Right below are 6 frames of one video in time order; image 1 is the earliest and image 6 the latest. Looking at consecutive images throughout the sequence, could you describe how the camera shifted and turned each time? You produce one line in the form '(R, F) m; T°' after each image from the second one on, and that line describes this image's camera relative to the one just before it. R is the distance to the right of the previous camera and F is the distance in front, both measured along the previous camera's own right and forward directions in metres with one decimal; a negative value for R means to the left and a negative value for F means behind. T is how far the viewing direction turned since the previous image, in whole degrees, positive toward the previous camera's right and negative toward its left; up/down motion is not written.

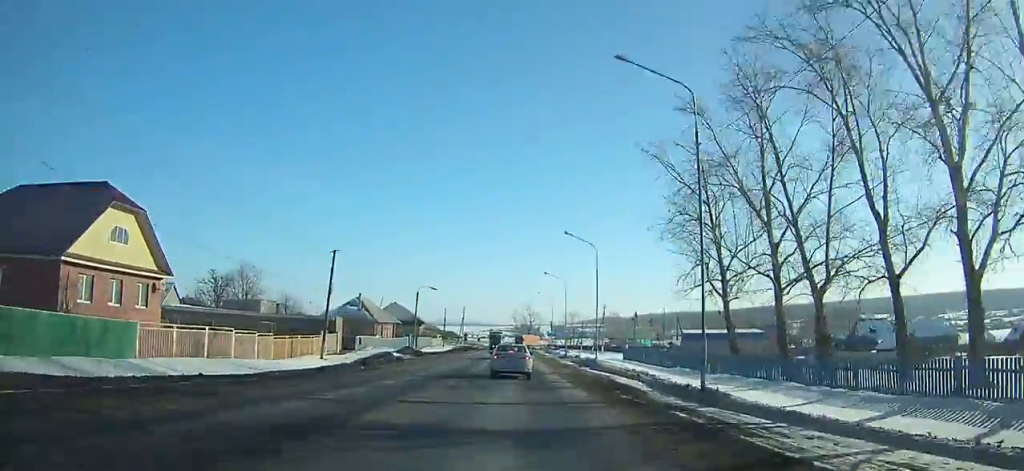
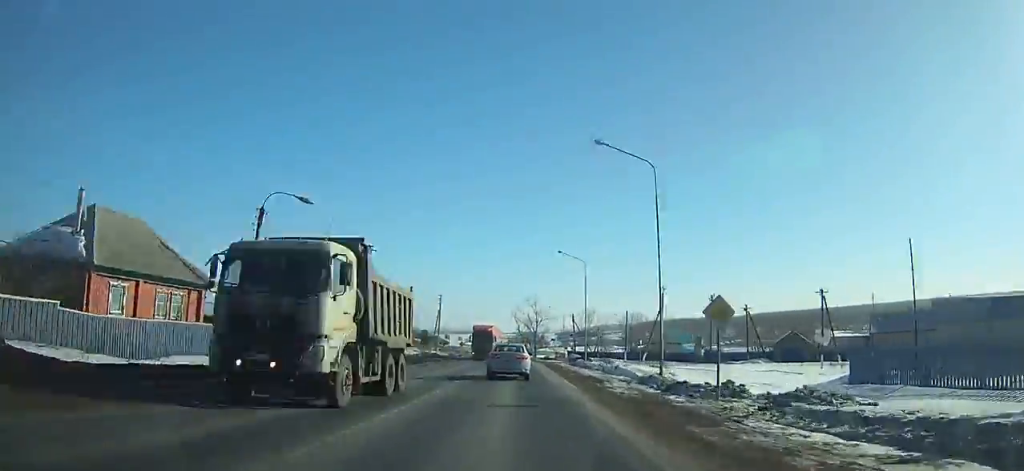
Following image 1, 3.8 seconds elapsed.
(+0.1, +48.3) m; 0°
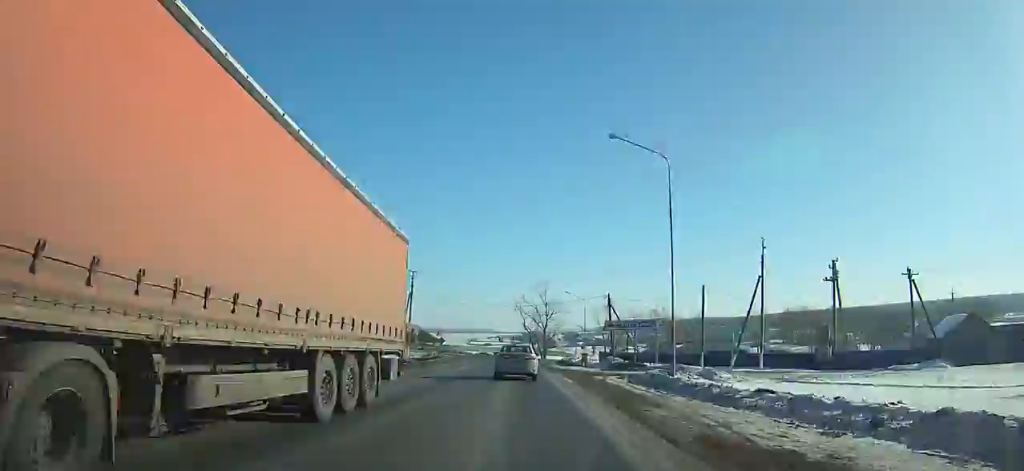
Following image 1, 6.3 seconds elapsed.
(0.0, +30.5) m; 0°
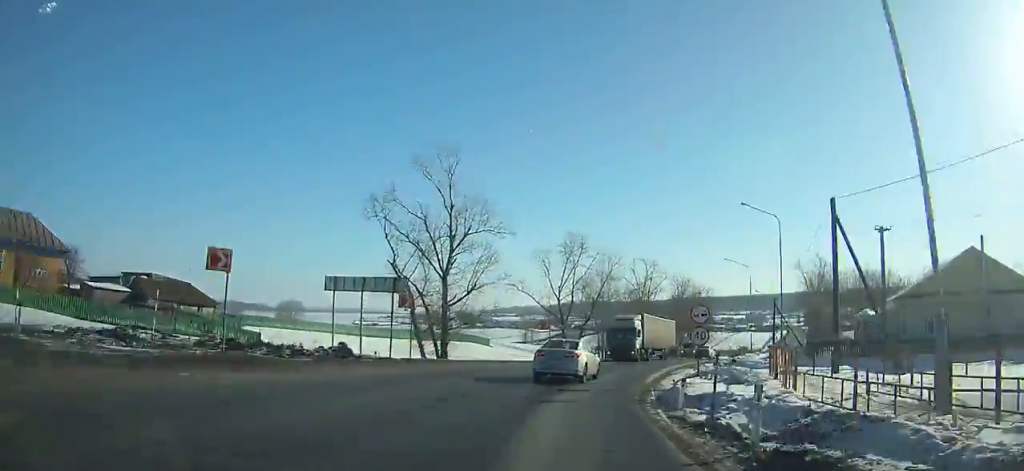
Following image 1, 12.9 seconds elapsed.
(+6.9, +77.5) m; +19°
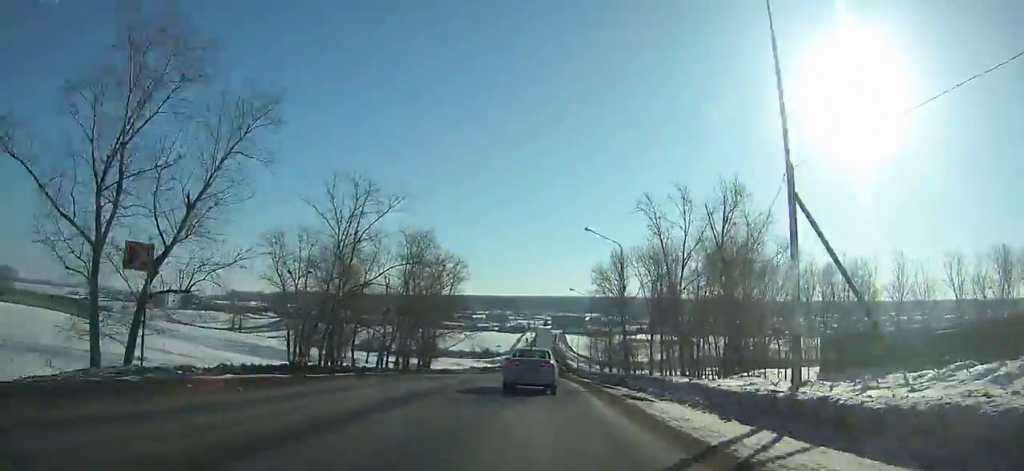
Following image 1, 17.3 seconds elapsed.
(+10.9, +52.9) m; +18°
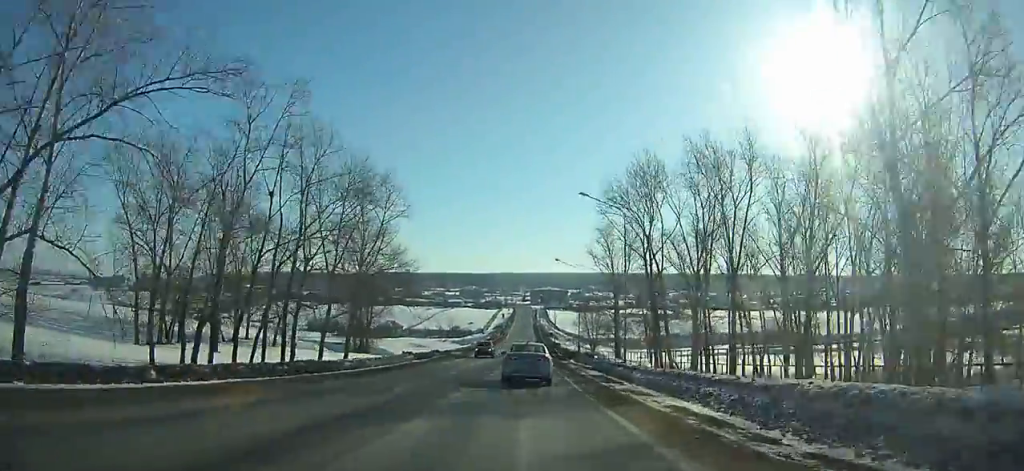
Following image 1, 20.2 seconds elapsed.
(+1.7, +38.5) m; +2°
